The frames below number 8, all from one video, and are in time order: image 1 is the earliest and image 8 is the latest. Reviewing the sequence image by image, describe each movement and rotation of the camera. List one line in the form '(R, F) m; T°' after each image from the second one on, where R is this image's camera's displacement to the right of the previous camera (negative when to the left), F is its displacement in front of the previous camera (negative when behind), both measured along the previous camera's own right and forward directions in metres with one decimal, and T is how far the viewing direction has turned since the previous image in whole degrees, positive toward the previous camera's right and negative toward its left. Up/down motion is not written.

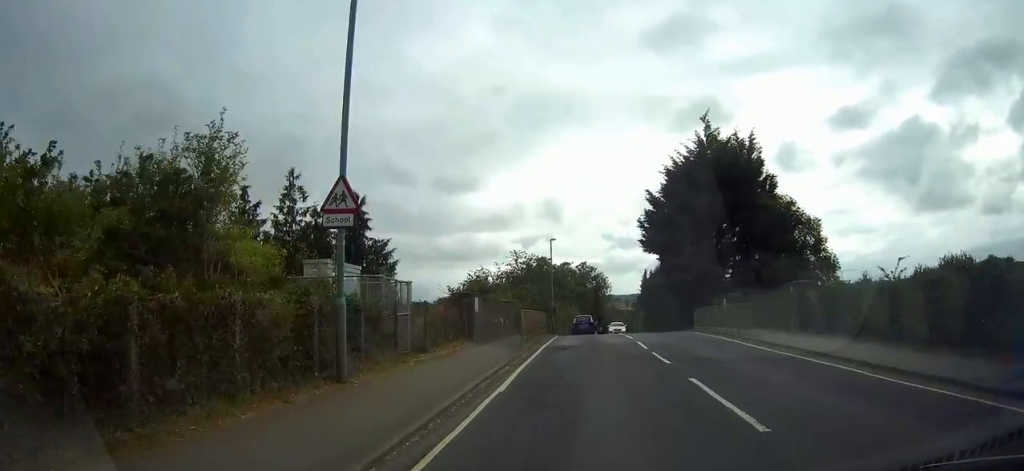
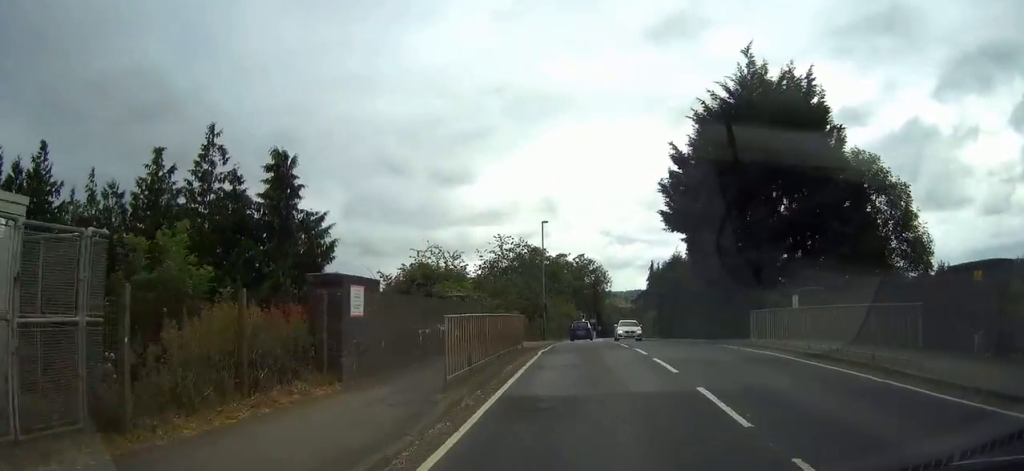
(0.0, +11.2) m; 0°
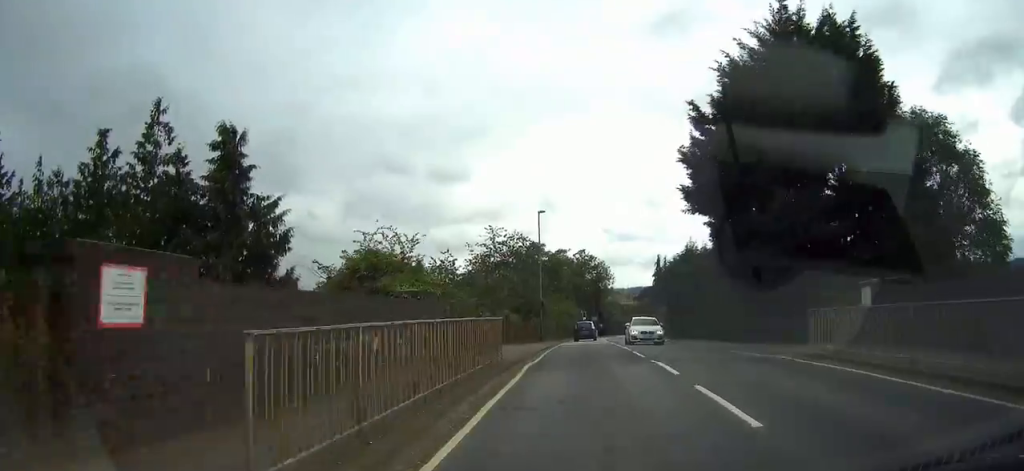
(0.0, +5.9) m; 0°
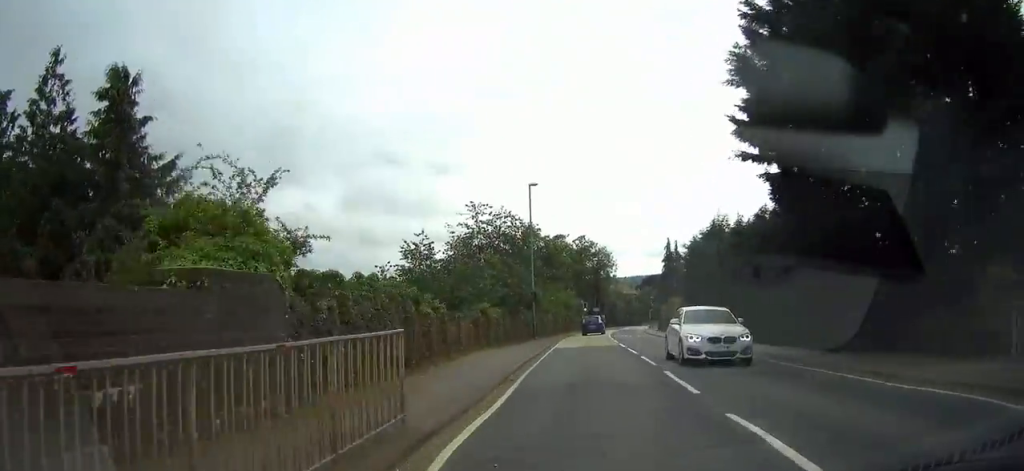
(0.0, +8.7) m; 0°
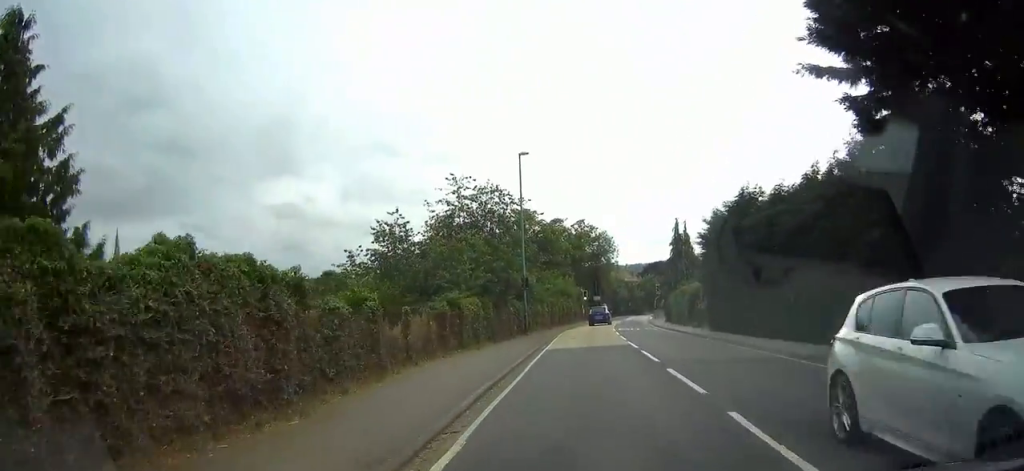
(0.0, +6.4) m; 0°
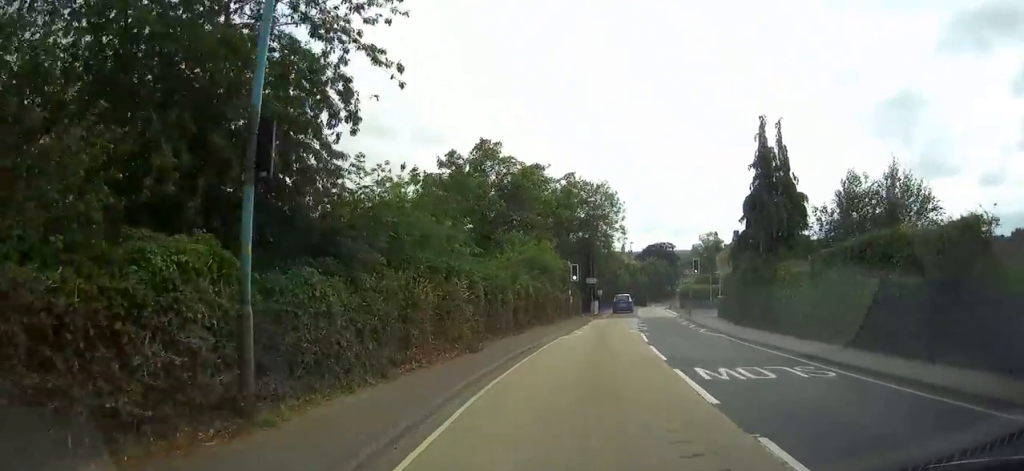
(-0.1, +30.9) m; 0°
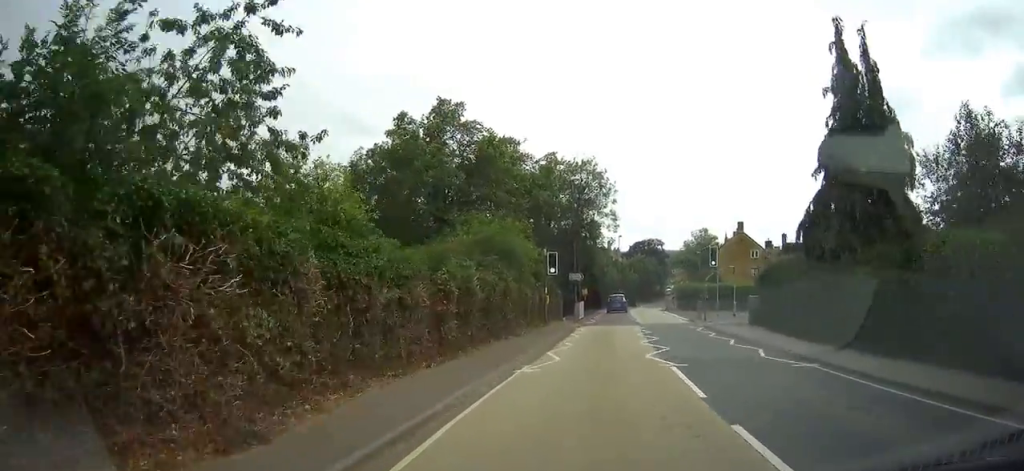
(+0.1, +11.5) m; +1°
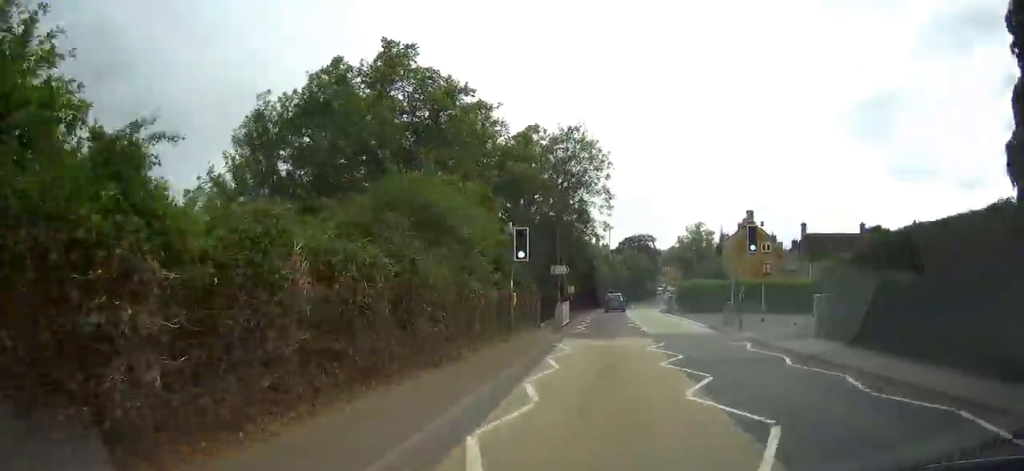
(+0.2, +10.9) m; +1°
